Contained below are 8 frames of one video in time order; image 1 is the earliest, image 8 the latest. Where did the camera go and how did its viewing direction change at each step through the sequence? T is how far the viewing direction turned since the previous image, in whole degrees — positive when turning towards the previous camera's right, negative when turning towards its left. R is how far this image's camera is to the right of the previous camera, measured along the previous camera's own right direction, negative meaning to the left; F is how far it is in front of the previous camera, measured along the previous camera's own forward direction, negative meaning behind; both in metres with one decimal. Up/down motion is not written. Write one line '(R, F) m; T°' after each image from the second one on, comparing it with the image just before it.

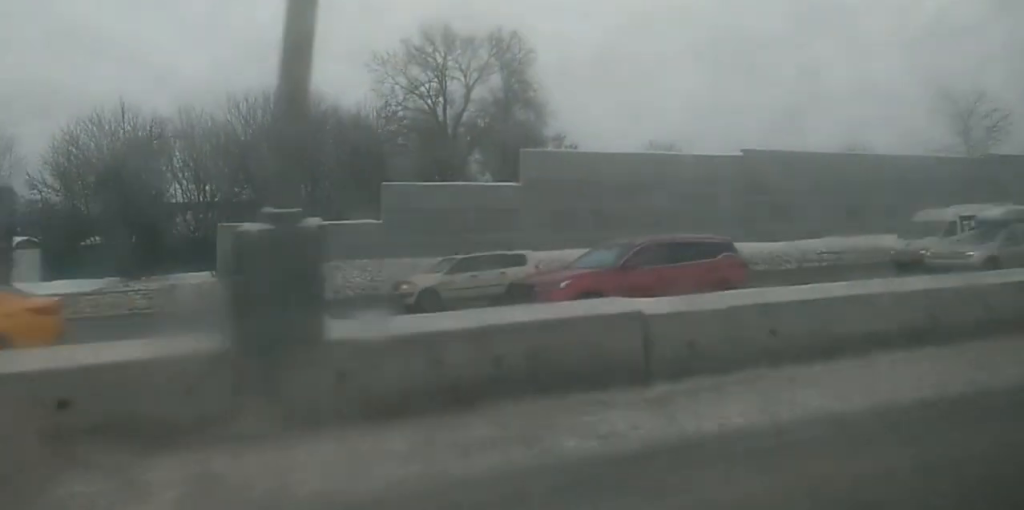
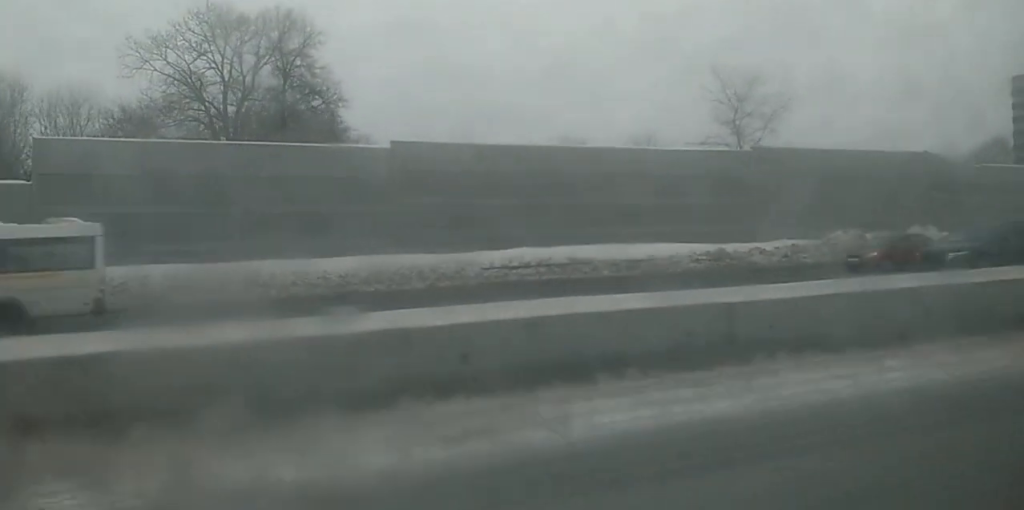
(+0.1, +17.6) m; 0°
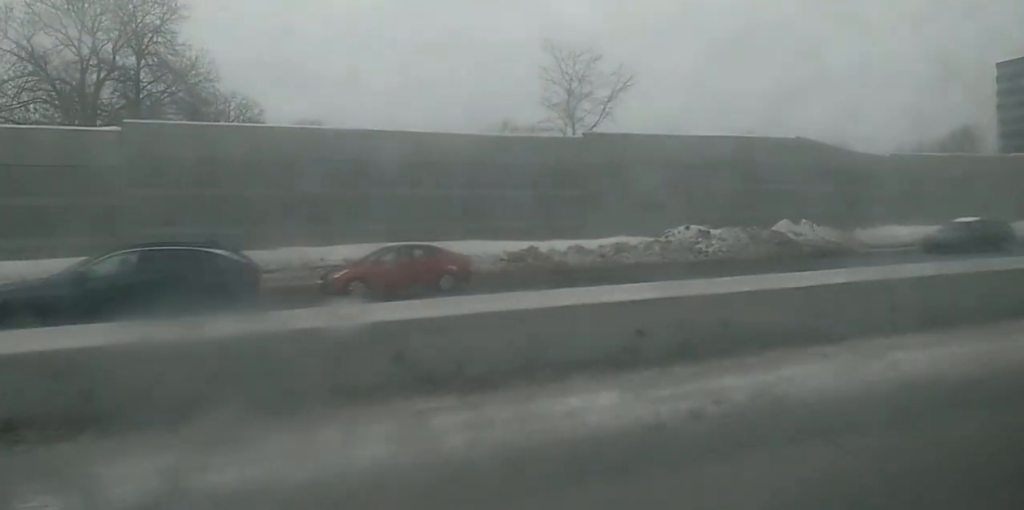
(0.0, +9.2) m; 0°
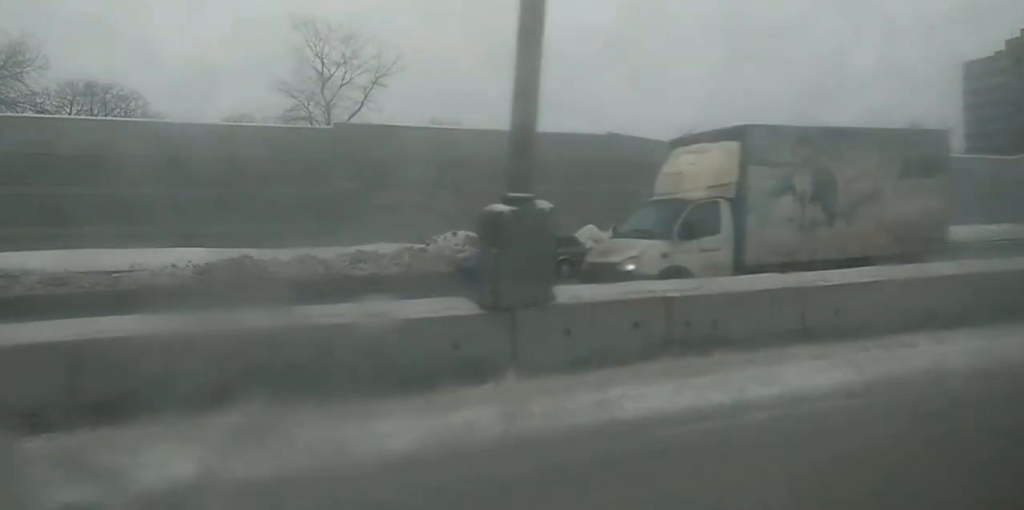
(+0.1, +10.5) m; 0°
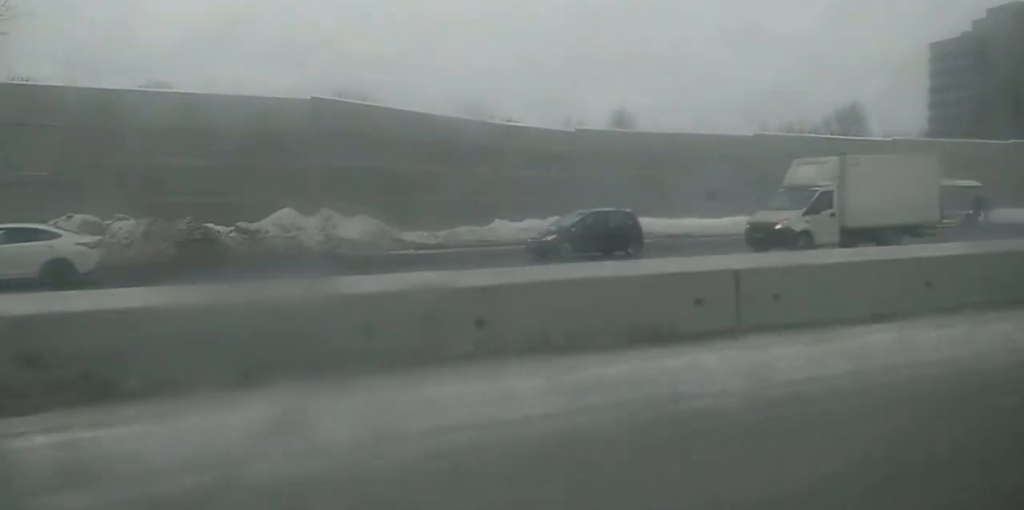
(0.0, +13.1) m; 0°
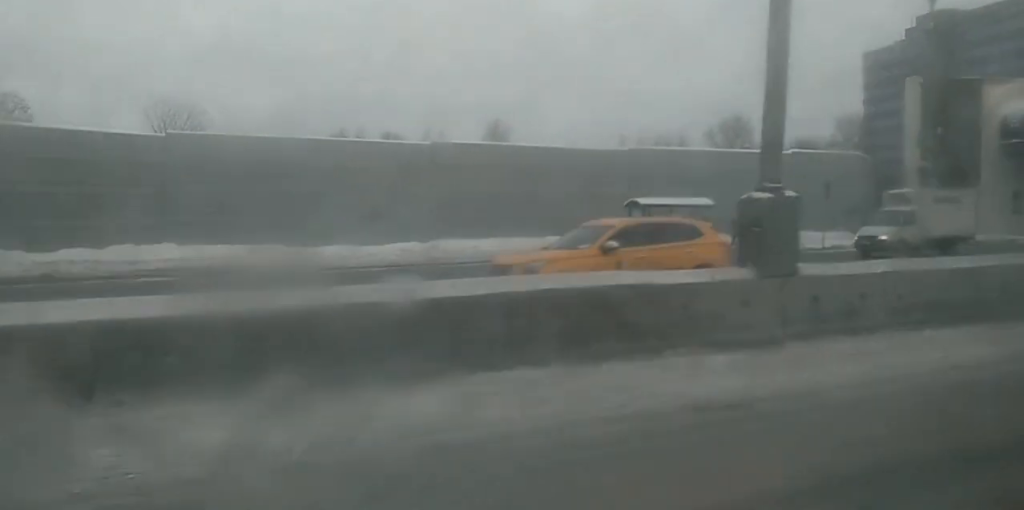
(0.0, +20.2) m; 0°
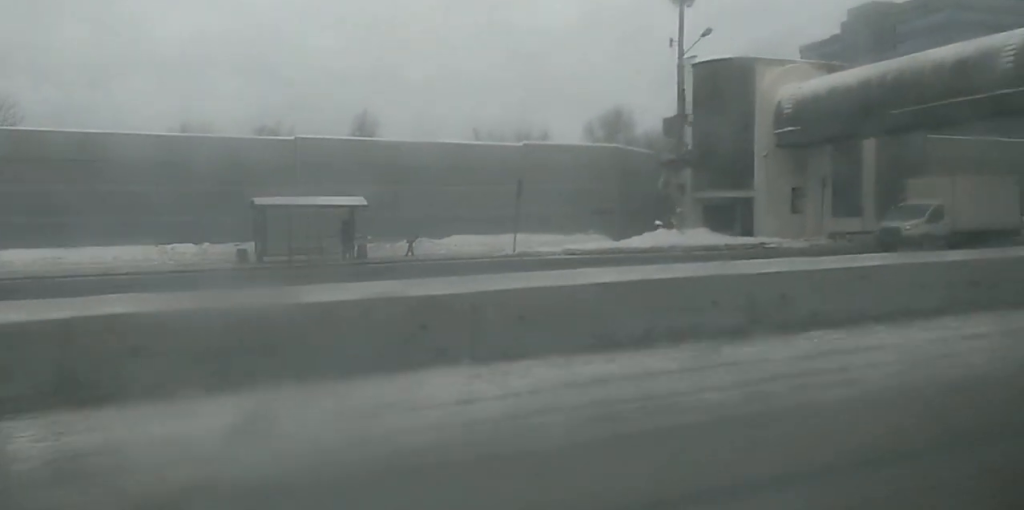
(0.0, +18.4) m; -1°
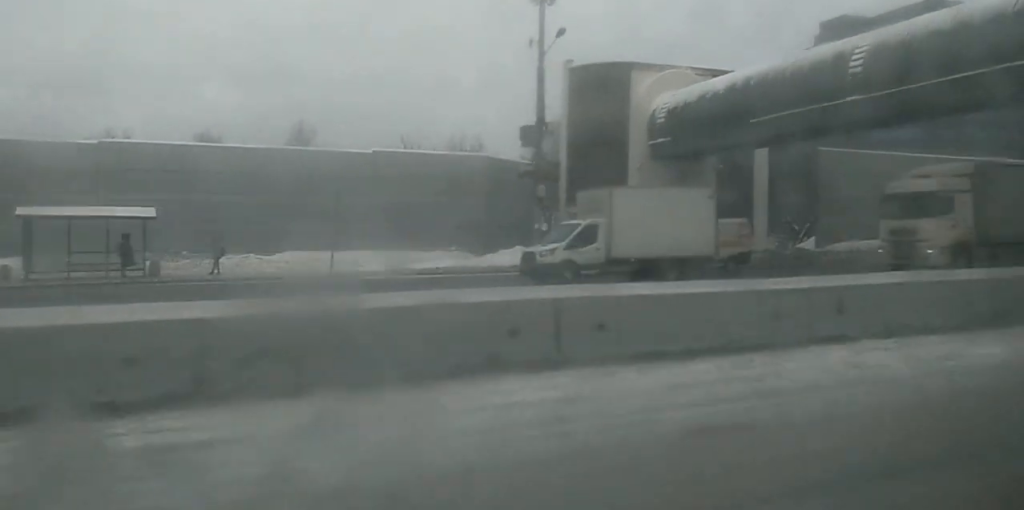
(-0.1, +8.3) m; 0°
